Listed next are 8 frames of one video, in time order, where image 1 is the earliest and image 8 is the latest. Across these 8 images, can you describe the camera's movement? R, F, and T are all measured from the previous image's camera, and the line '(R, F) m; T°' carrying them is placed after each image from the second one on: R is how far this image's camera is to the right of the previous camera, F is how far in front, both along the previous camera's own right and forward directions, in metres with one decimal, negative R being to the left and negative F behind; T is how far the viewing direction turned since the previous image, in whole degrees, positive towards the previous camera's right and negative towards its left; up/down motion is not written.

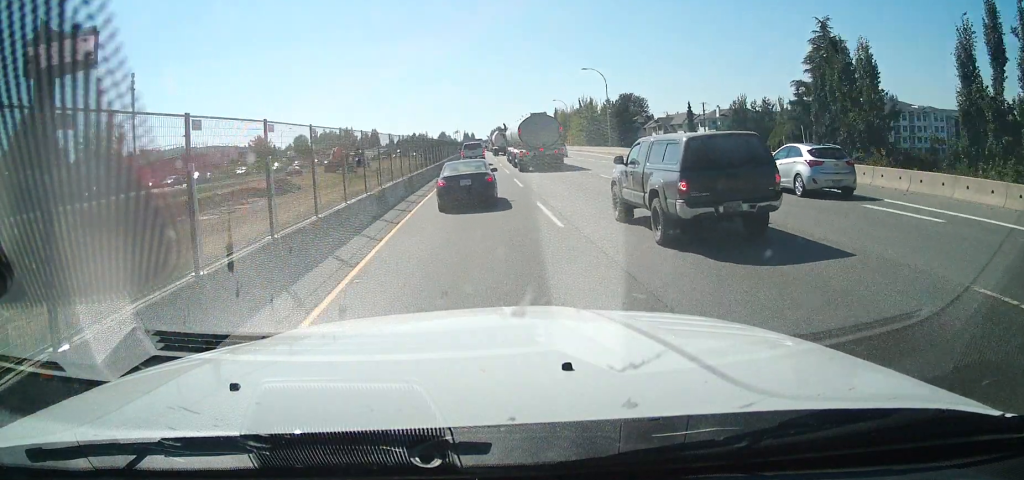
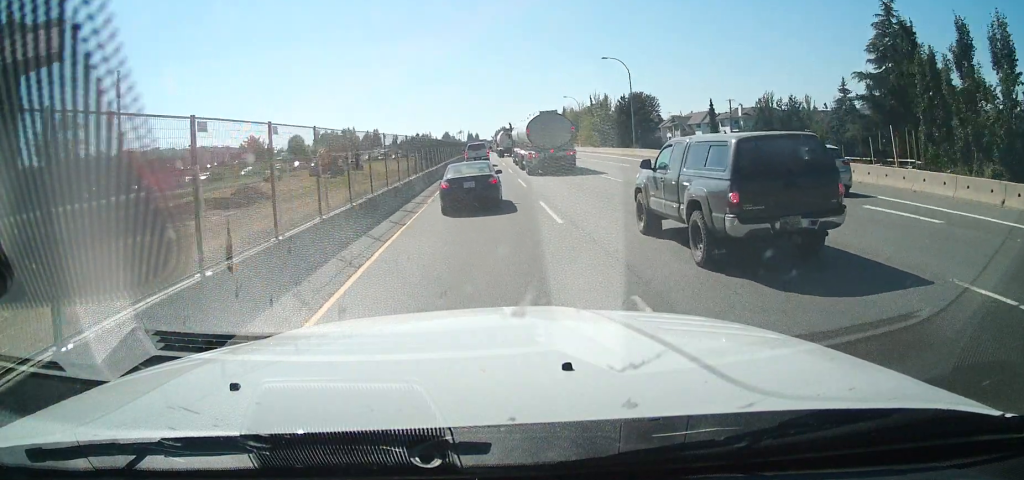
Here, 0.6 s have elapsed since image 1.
(+0.3, +11.8) m; +1°
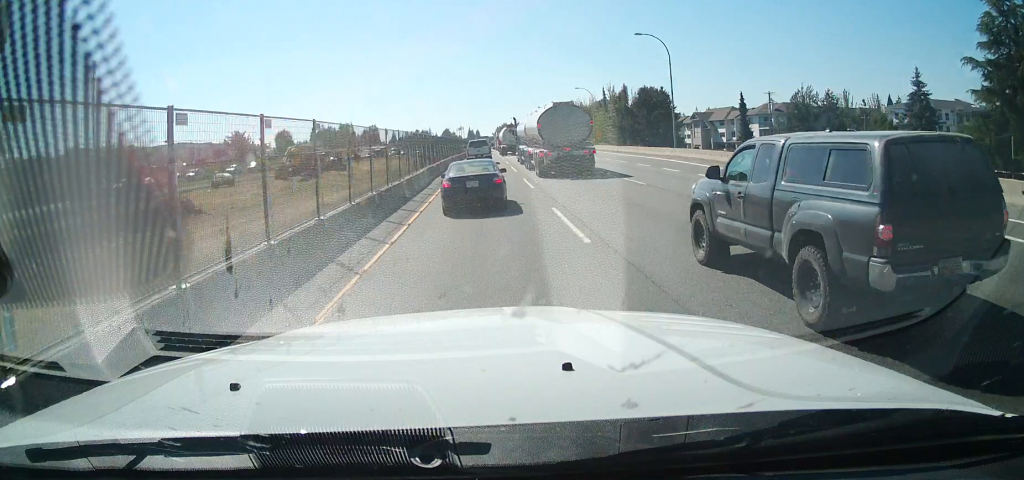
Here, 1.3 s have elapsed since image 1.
(+0.2, +15.8) m; 0°
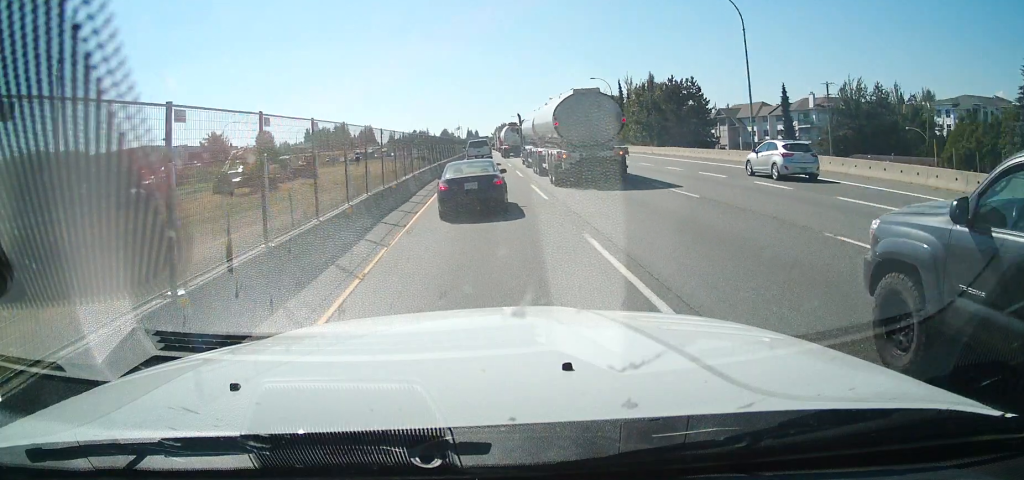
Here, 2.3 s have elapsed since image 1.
(-0.1, +18.9) m; 0°
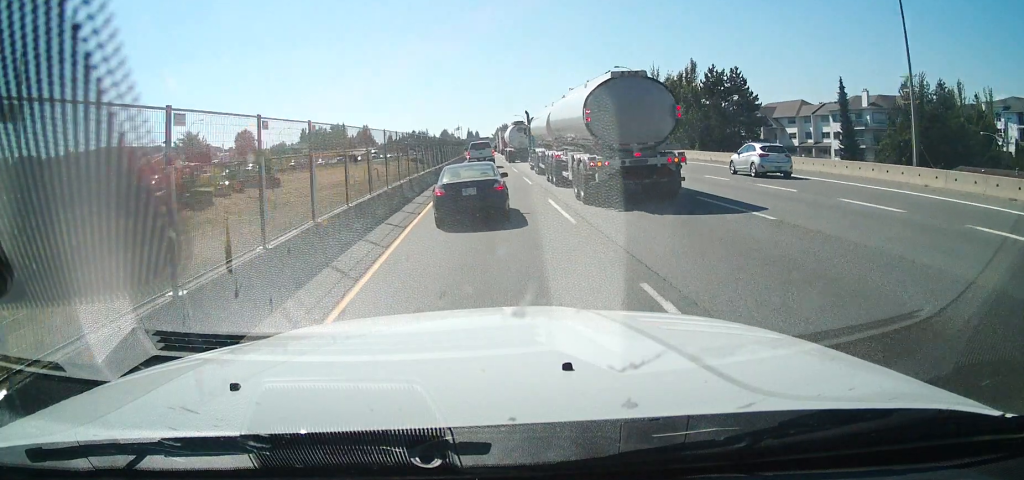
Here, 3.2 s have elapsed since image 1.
(0.0, +18.6) m; +1°
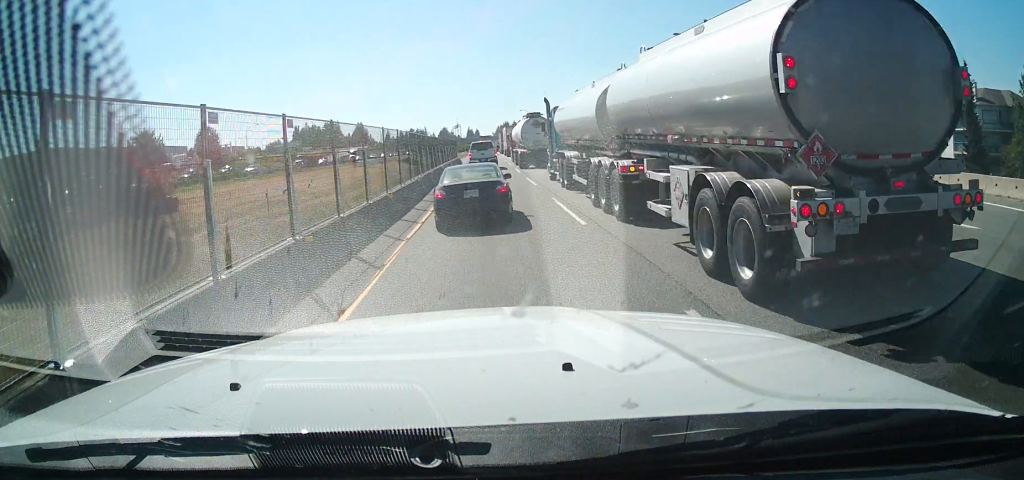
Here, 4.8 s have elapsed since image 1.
(-0.1, +27.3) m; -1°
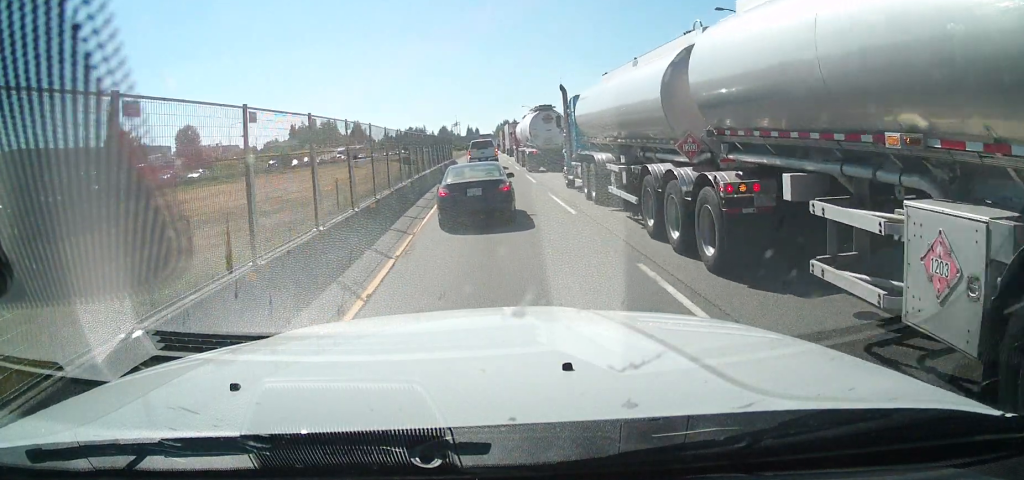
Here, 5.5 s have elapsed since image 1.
(-0.1, +11.8) m; 0°
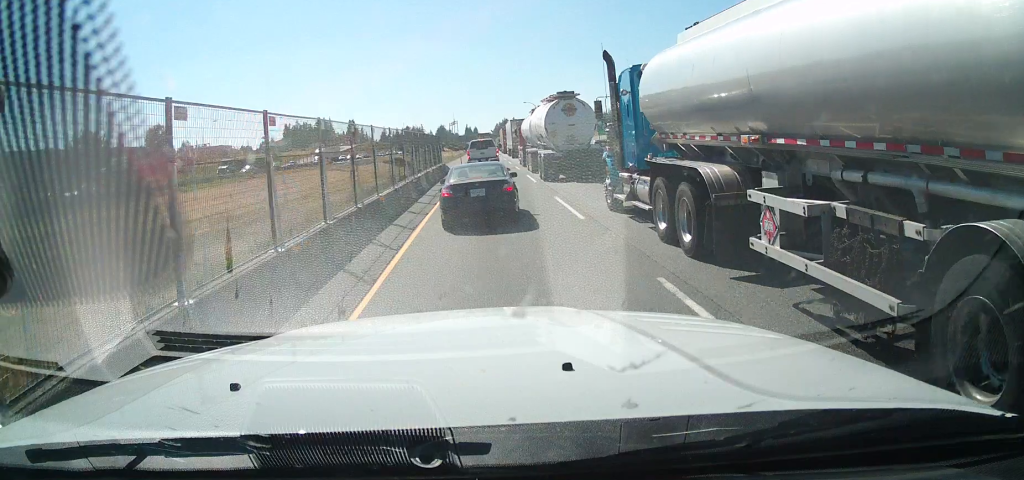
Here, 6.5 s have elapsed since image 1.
(0.0, +14.3) m; 0°
